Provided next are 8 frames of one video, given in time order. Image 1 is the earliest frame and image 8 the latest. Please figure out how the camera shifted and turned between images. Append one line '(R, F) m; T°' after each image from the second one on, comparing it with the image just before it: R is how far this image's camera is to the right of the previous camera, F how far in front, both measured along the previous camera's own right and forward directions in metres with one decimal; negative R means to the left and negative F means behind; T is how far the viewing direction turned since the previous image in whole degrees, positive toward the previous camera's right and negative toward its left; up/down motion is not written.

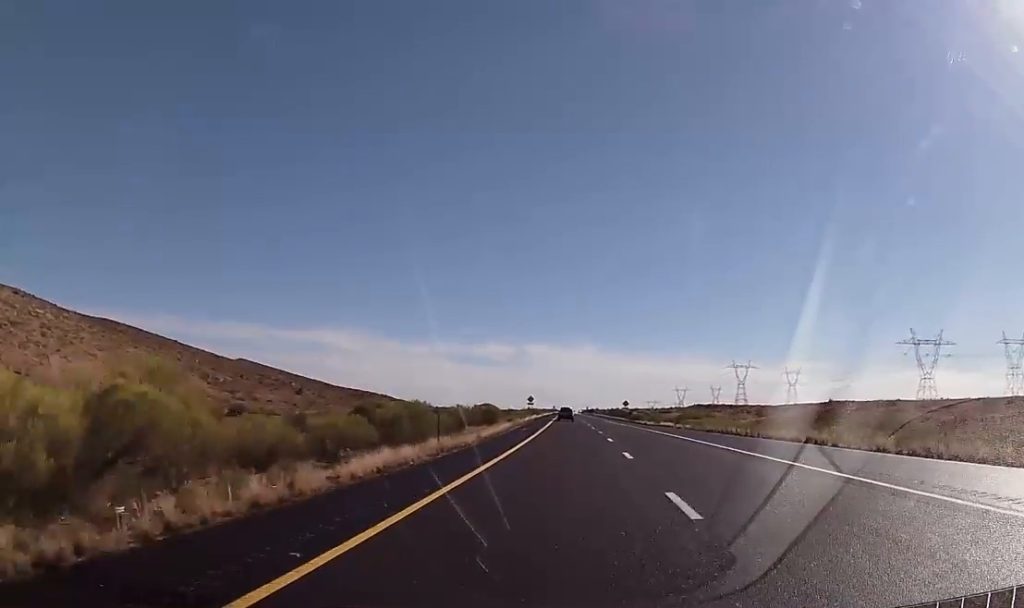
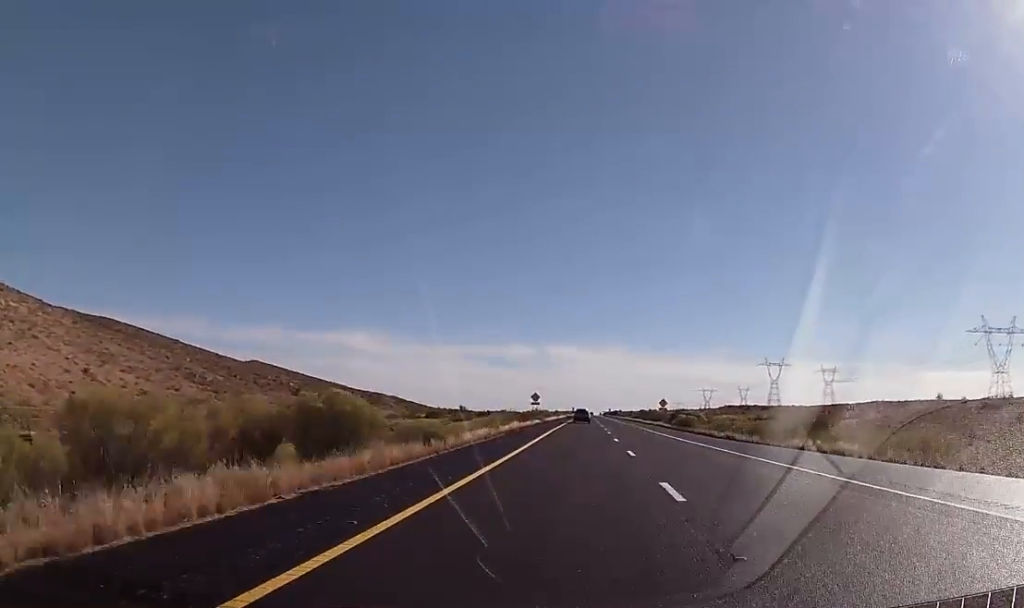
(-0.5, +46.8) m; -1°
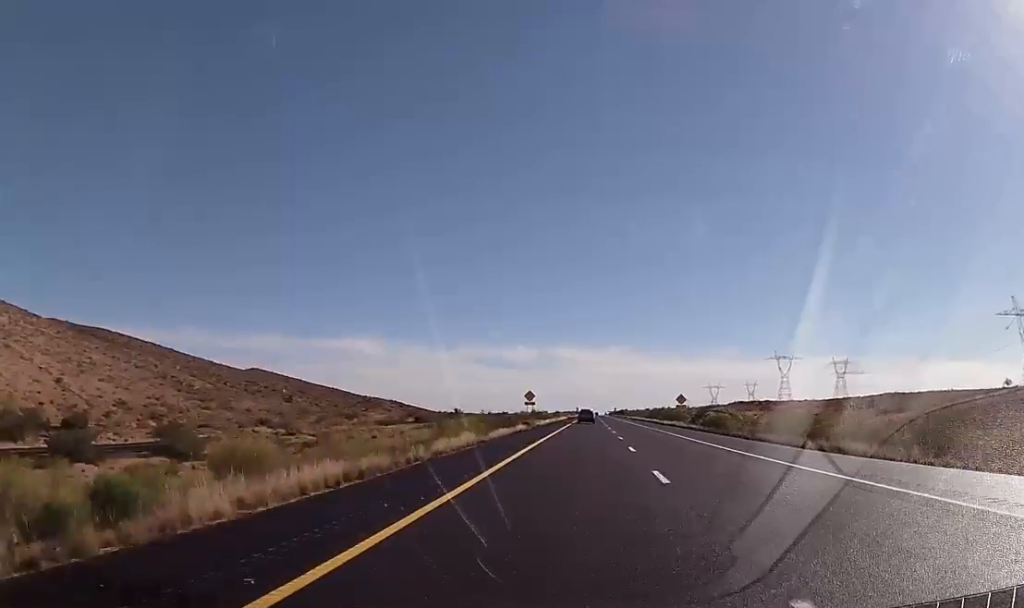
(0.0, +21.4) m; 0°
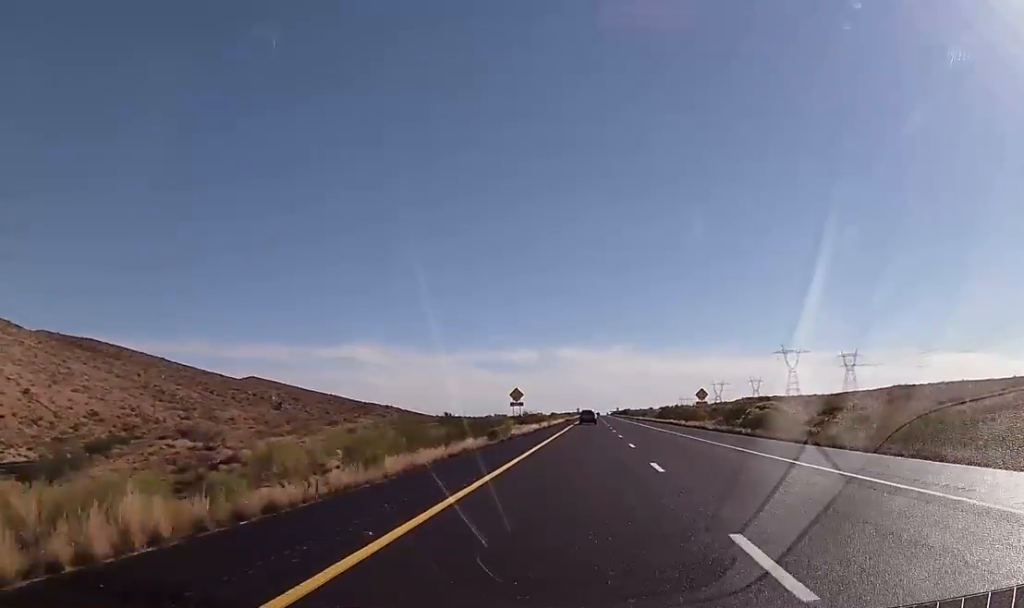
(-0.2, +21.5) m; 0°
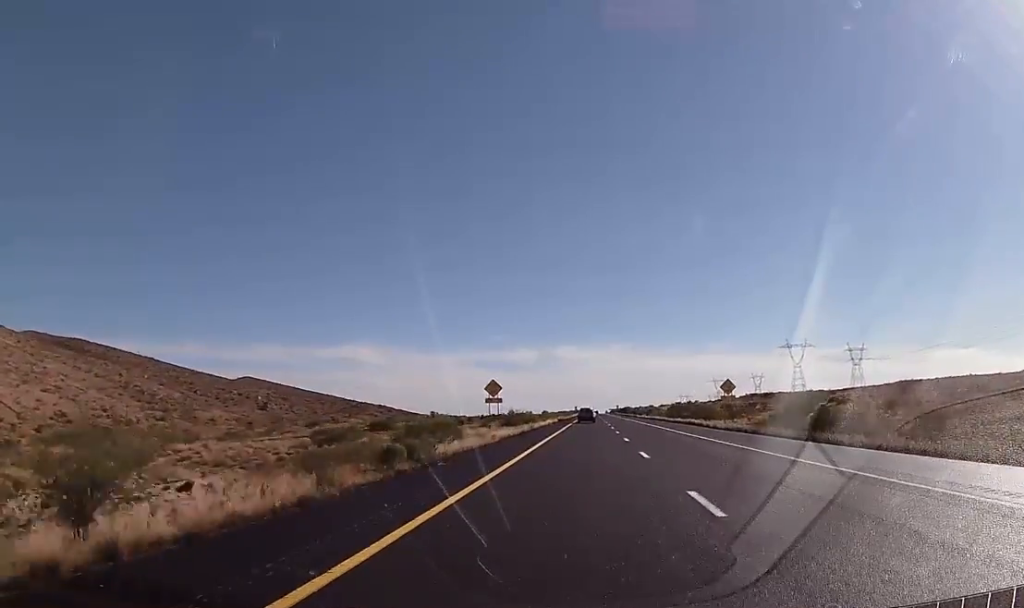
(-0.1, +20.3) m; 0°
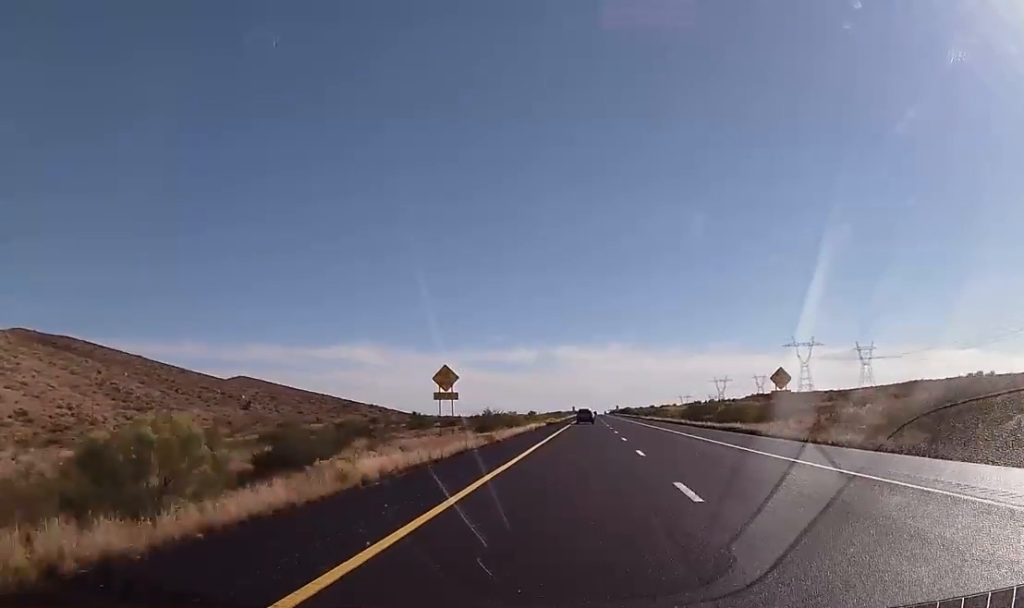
(0.0, +22.7) m; 0°
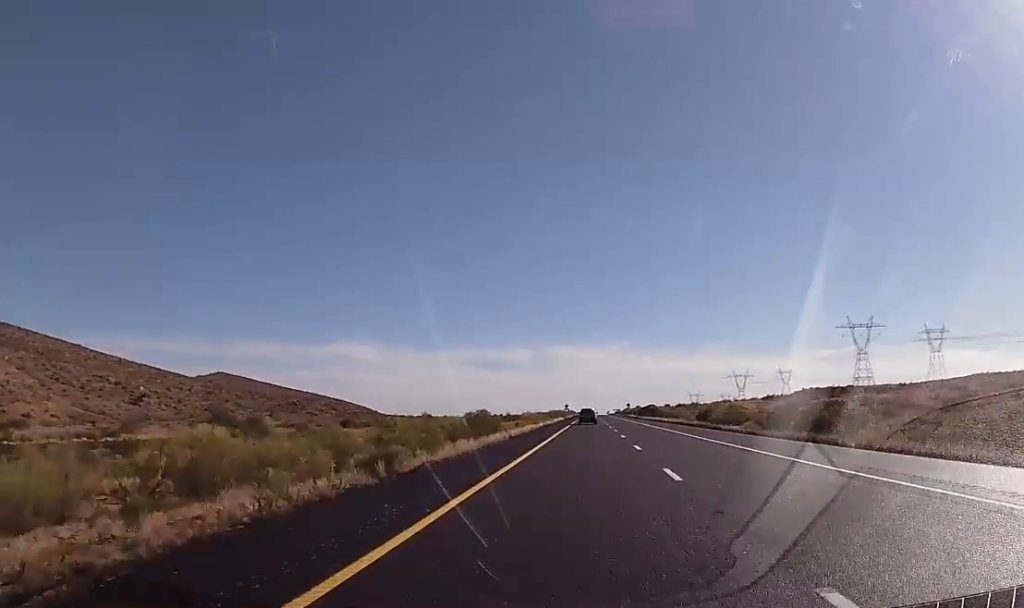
(+0.6, +118.8) m; 0°
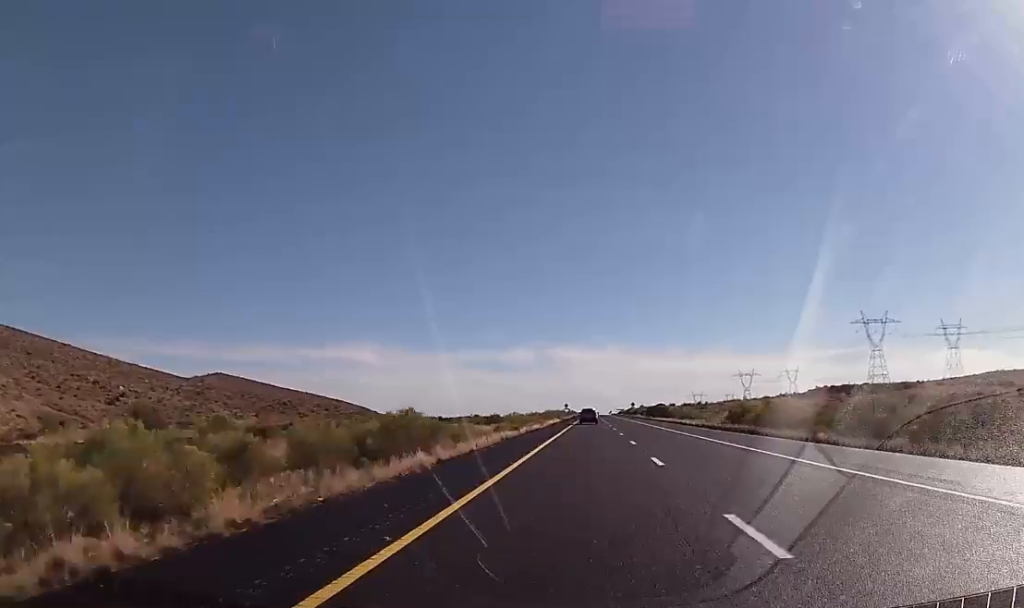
(0.0, +20.2) m; 0°
